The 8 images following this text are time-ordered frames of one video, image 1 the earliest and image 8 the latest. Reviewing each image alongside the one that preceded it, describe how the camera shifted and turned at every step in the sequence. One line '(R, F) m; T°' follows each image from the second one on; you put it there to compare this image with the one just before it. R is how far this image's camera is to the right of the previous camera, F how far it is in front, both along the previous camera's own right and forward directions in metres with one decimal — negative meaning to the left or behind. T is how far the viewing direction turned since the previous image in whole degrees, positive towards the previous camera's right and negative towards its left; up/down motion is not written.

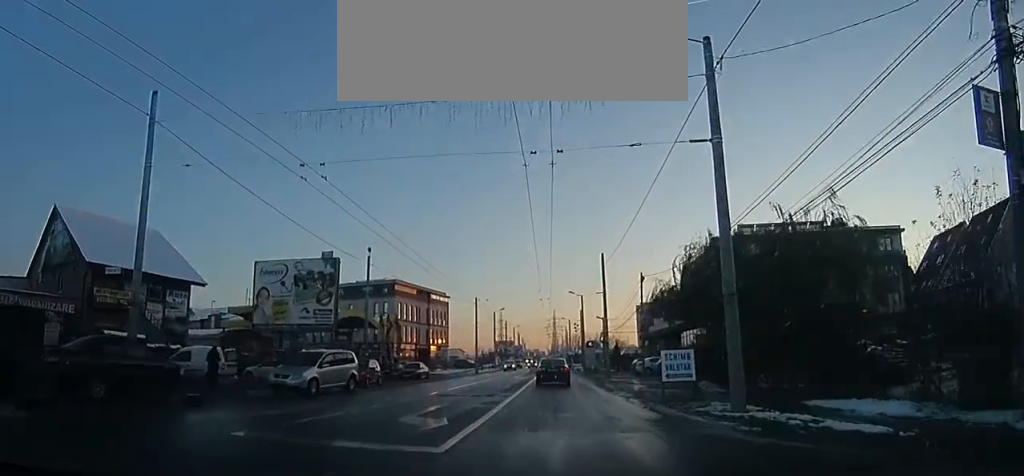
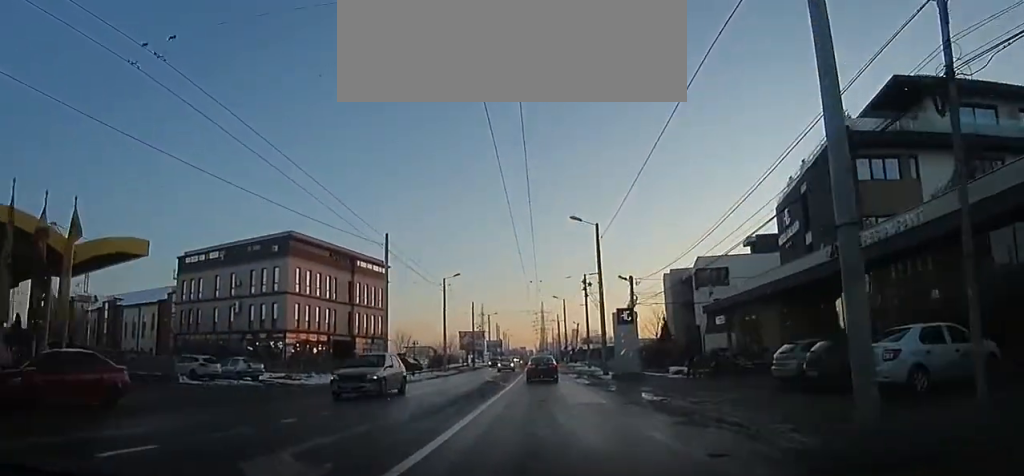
(-0.6, +33.6) m; -1°
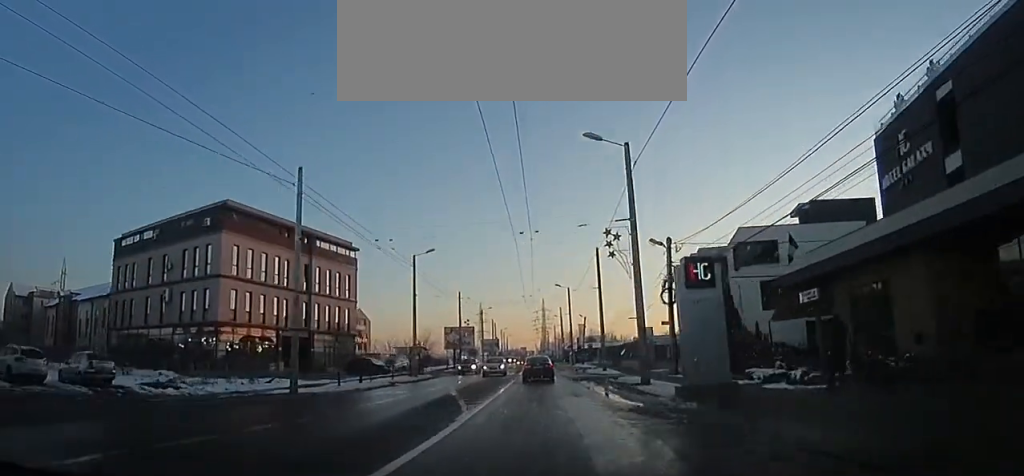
(+0.2, +12.0) m; 0°
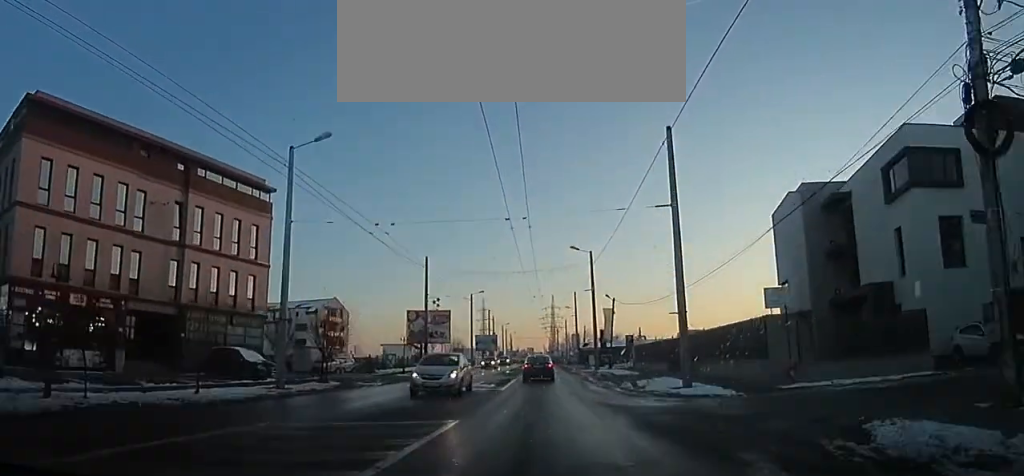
(-0.2, +21.6) m; +2°
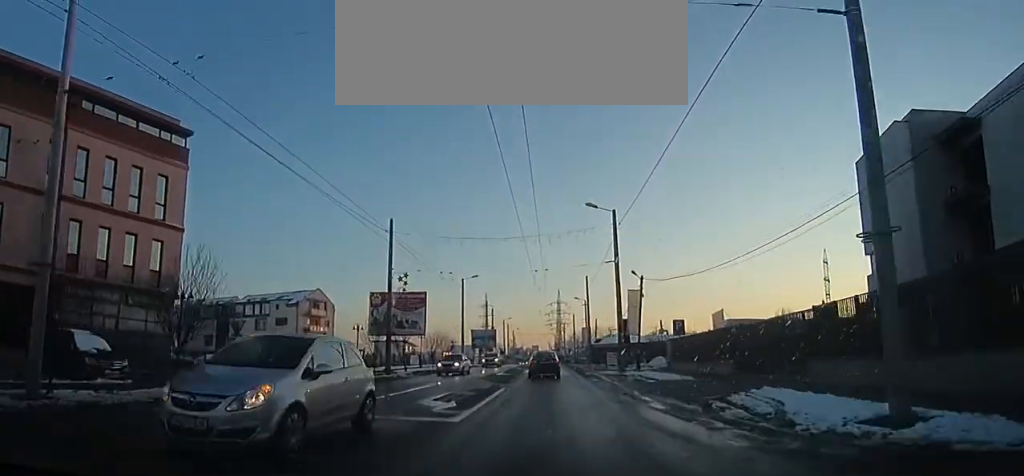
(+0.3, +11.5) m; 0°
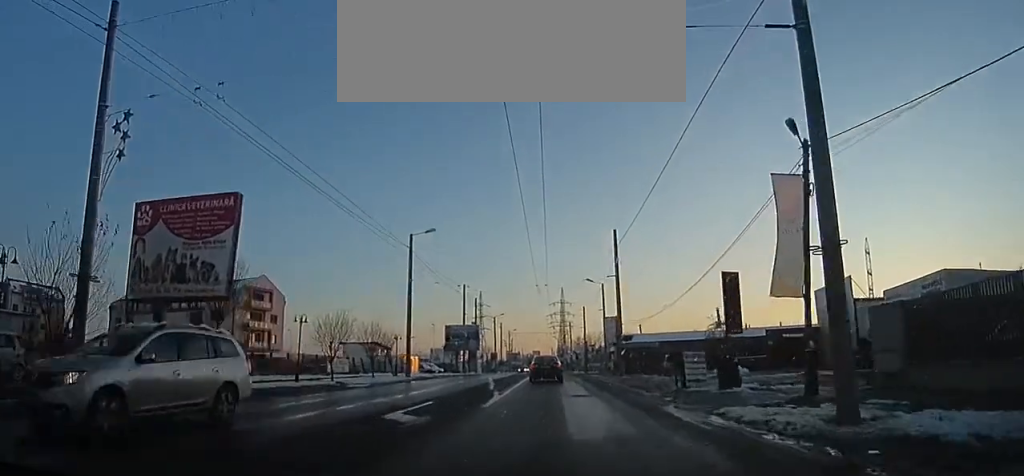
(+0.2, +22.6) m; -1°
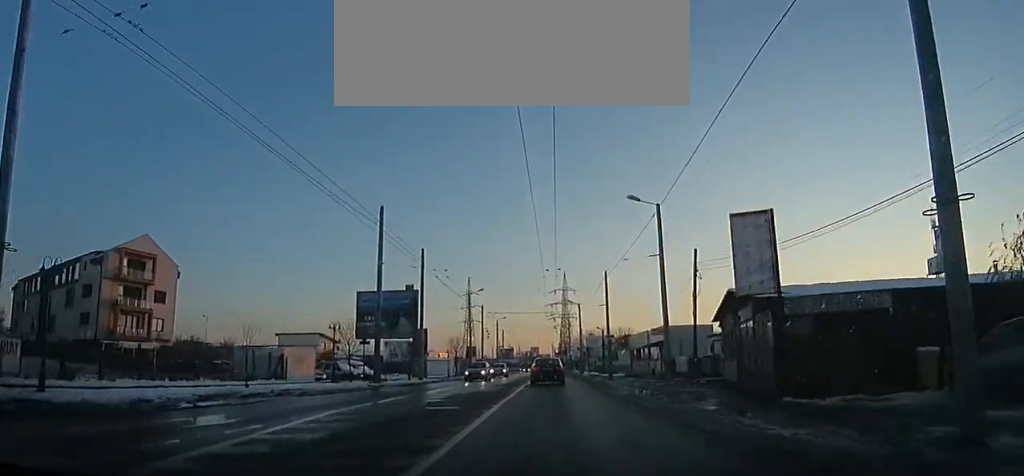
(-0.5, +28.8) m; -3°
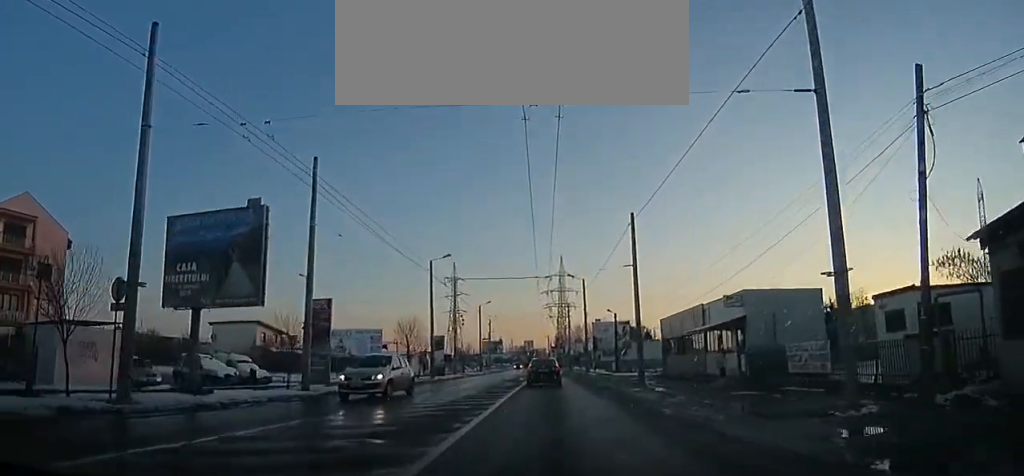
(-0.7, +18.1) m; -1°
